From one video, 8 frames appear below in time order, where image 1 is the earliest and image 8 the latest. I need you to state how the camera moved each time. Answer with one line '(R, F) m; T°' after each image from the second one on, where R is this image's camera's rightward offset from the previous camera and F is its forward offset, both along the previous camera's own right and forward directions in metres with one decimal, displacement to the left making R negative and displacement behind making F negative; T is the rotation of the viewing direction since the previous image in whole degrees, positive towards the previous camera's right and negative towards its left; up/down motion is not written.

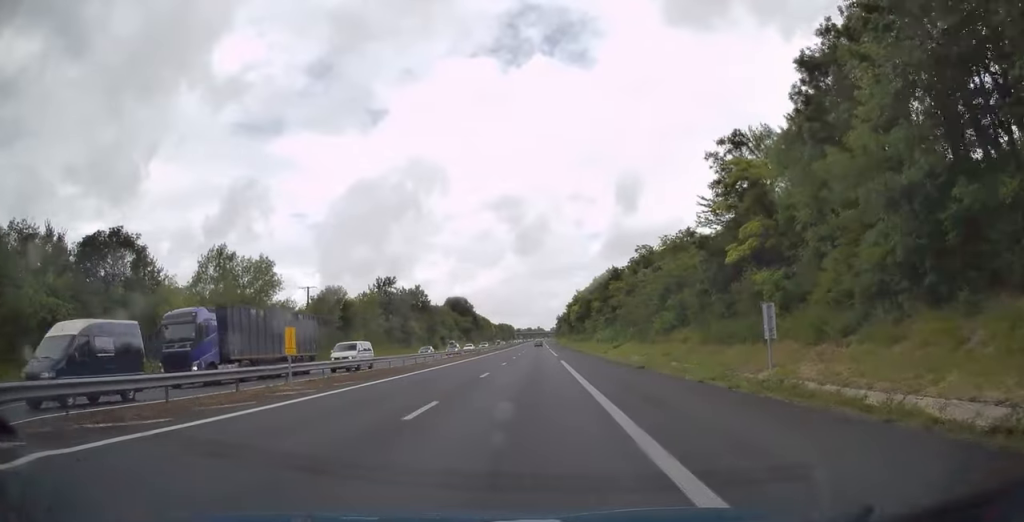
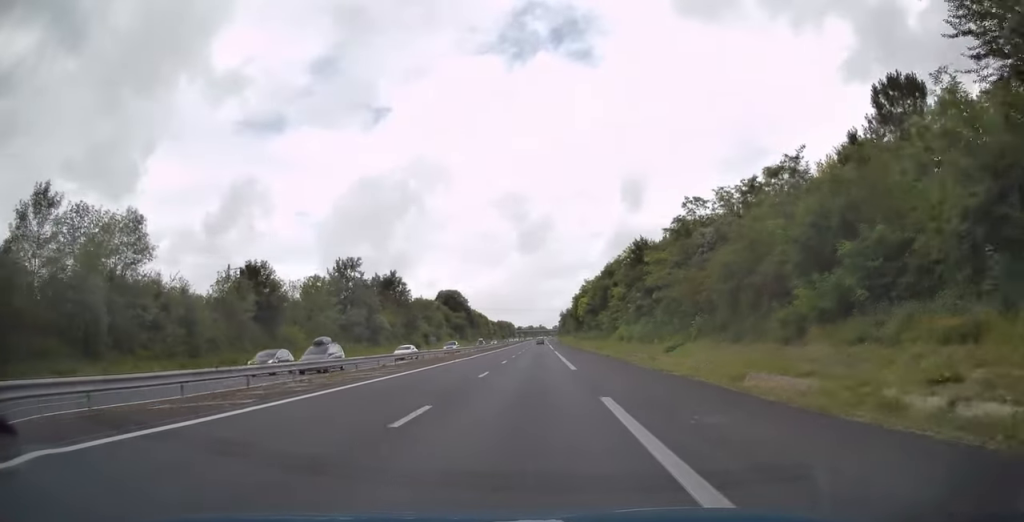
(0.0, +27.2) m; 0°
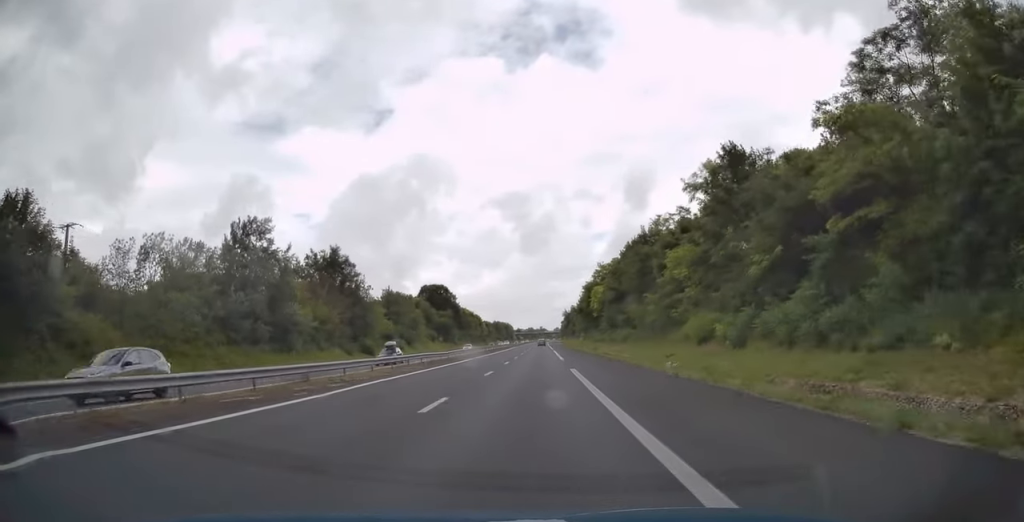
(+0.1, +36.9) m; 0°
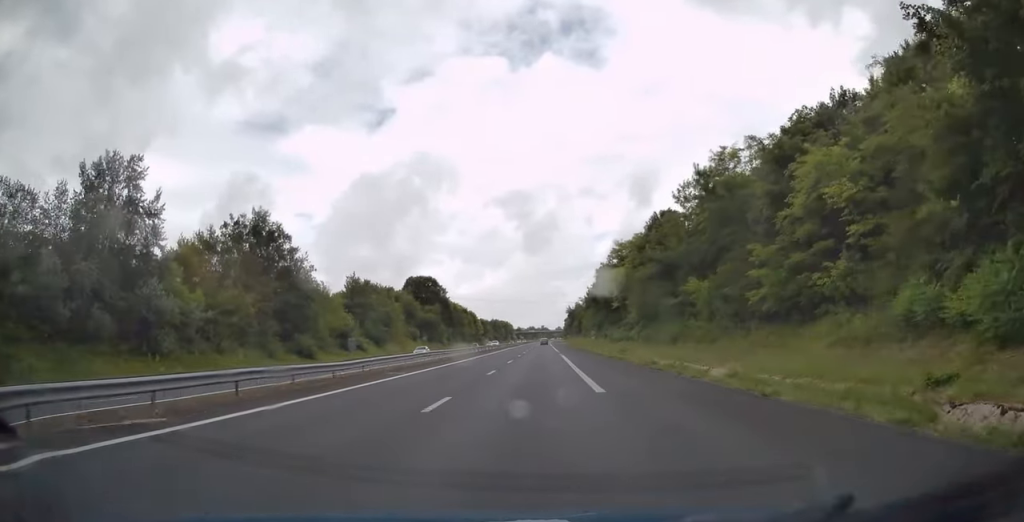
(-0.1, +26.2) m; 0°
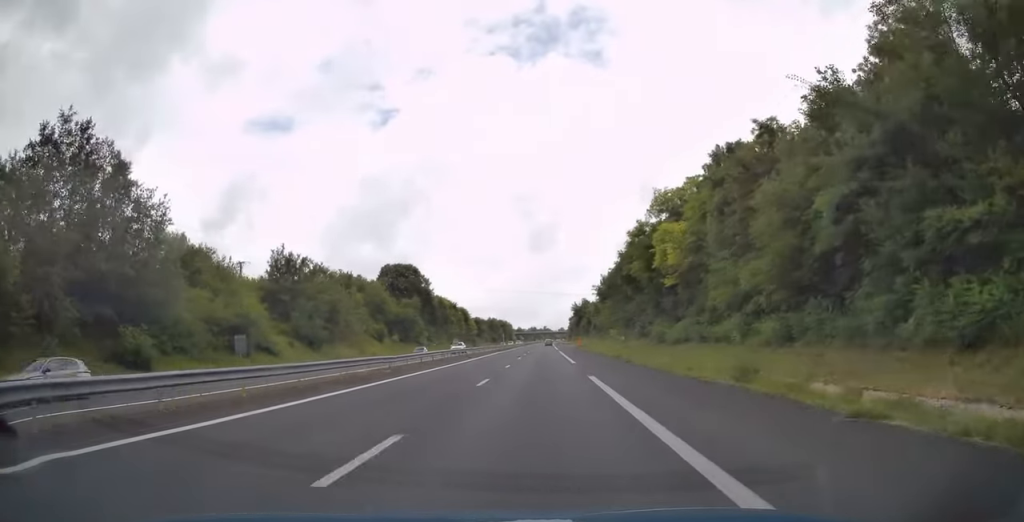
(-0.1, +32.0) m; 0°
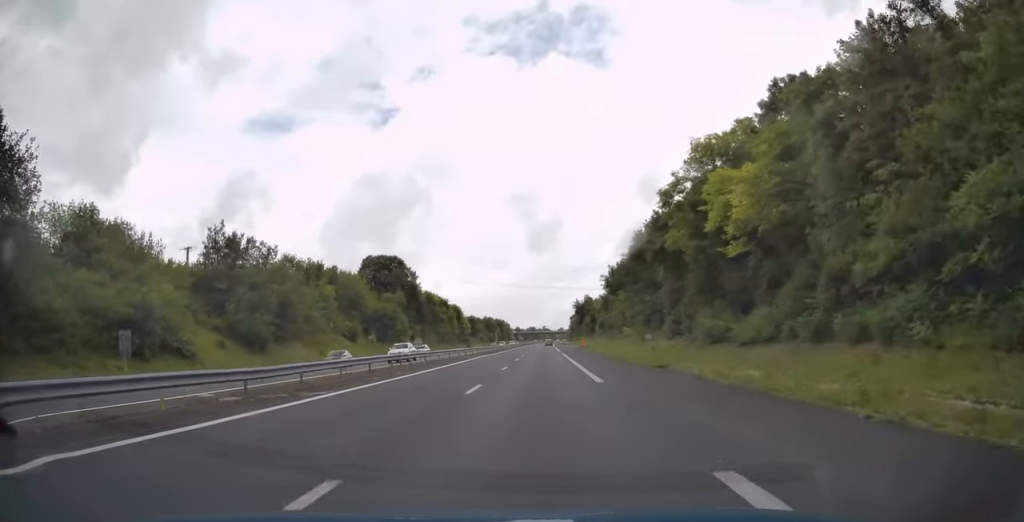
(0.0, +16.0) m; 0°
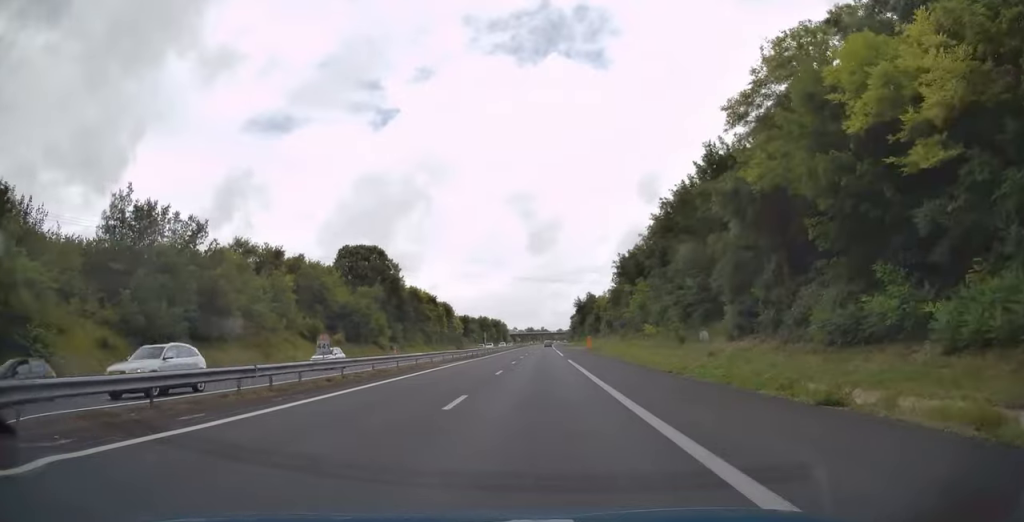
(0.0, +16.5) m; 0°
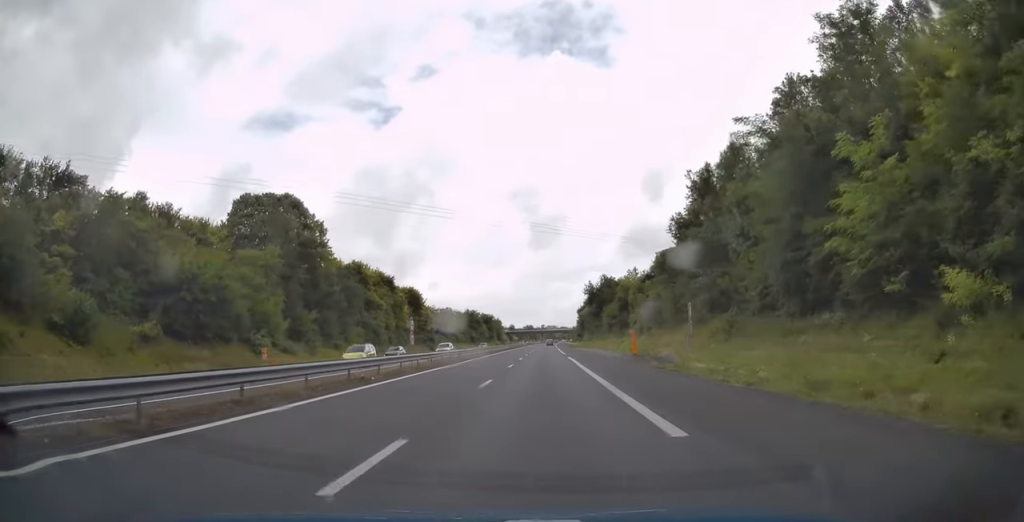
(+0.2, +45.9) m; 0°
